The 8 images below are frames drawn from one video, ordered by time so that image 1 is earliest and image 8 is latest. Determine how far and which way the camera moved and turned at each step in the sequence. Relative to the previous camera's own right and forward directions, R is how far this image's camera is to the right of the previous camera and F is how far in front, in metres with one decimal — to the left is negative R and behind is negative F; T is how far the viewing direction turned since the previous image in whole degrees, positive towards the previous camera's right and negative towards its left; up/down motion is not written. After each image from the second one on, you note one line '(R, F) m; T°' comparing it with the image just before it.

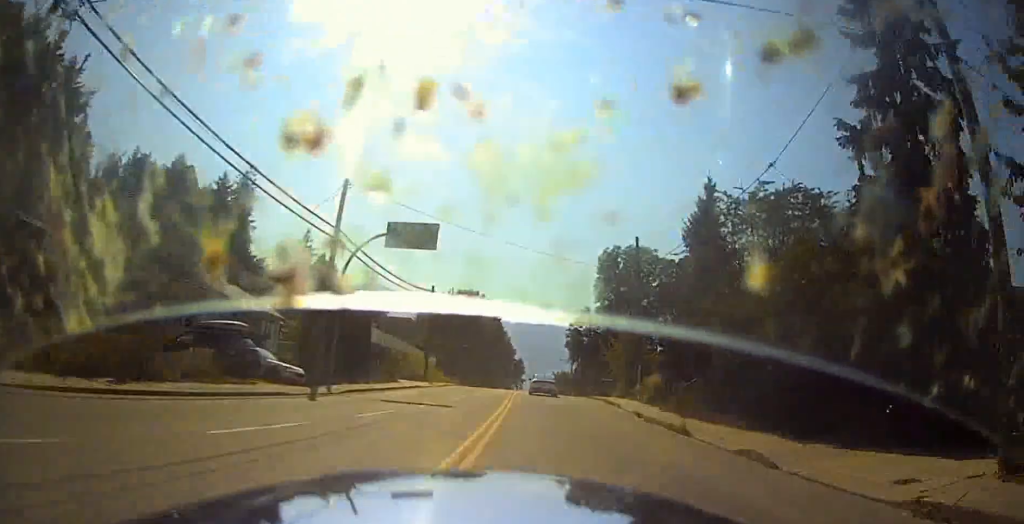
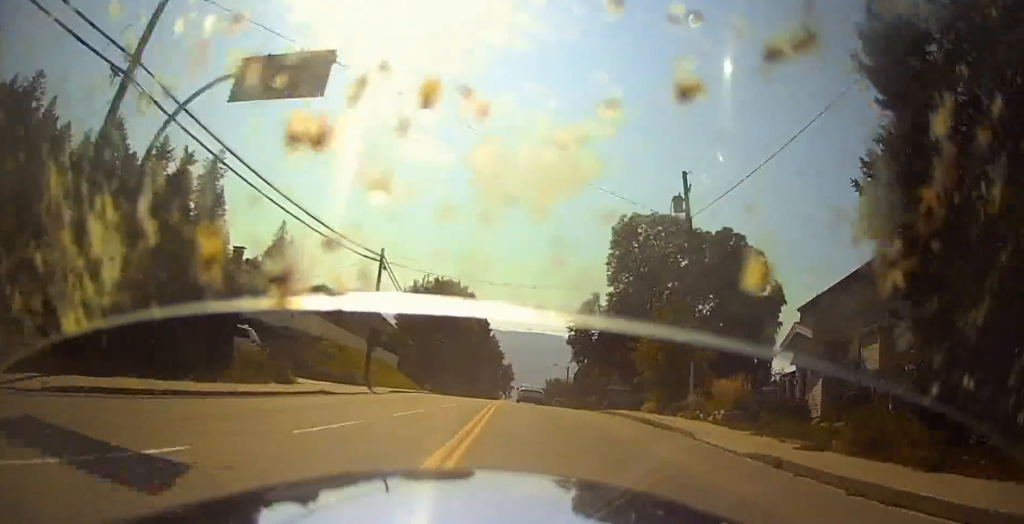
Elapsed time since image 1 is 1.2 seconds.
(-1.2, +18.7) m; -4°
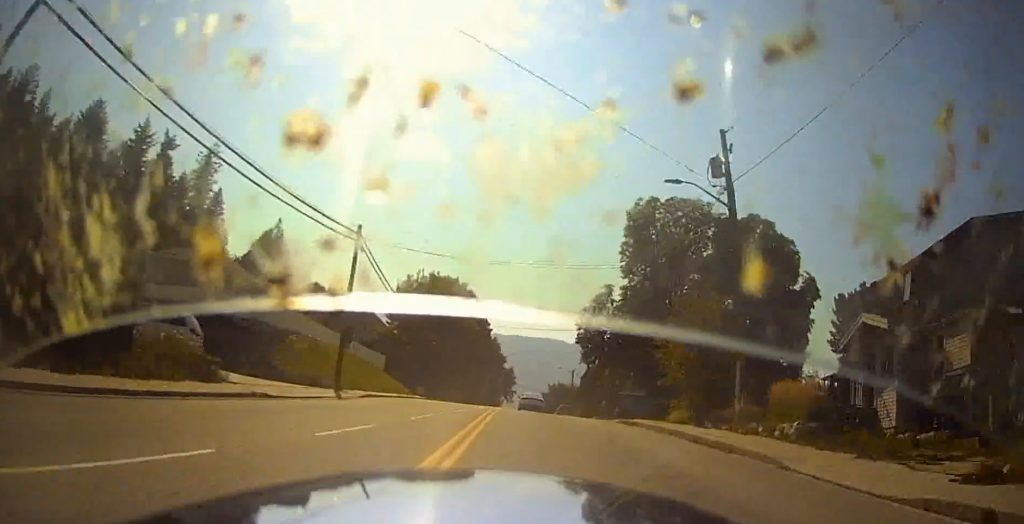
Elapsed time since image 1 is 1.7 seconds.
(+0.1, +6.8) m; 0°
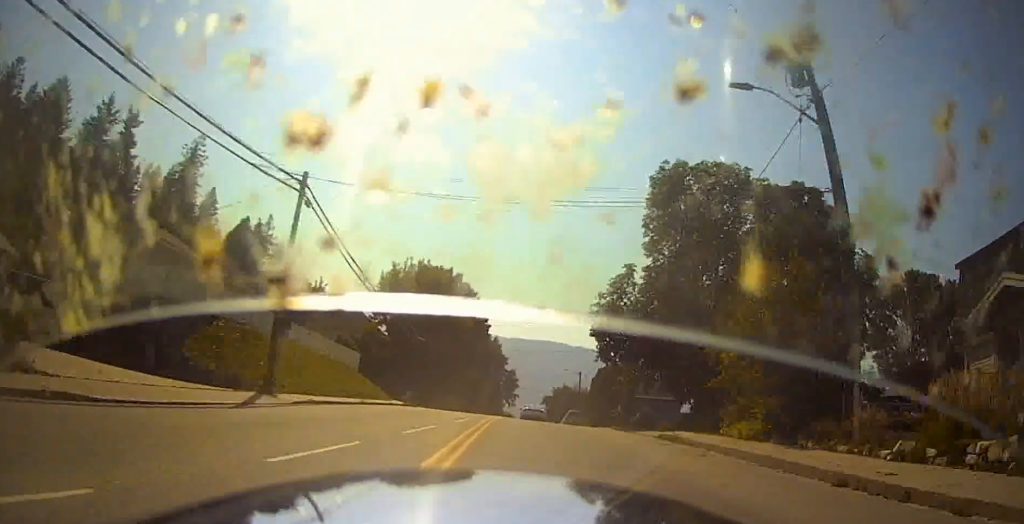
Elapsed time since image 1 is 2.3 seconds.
(+0.3, +9.4) m; 0°
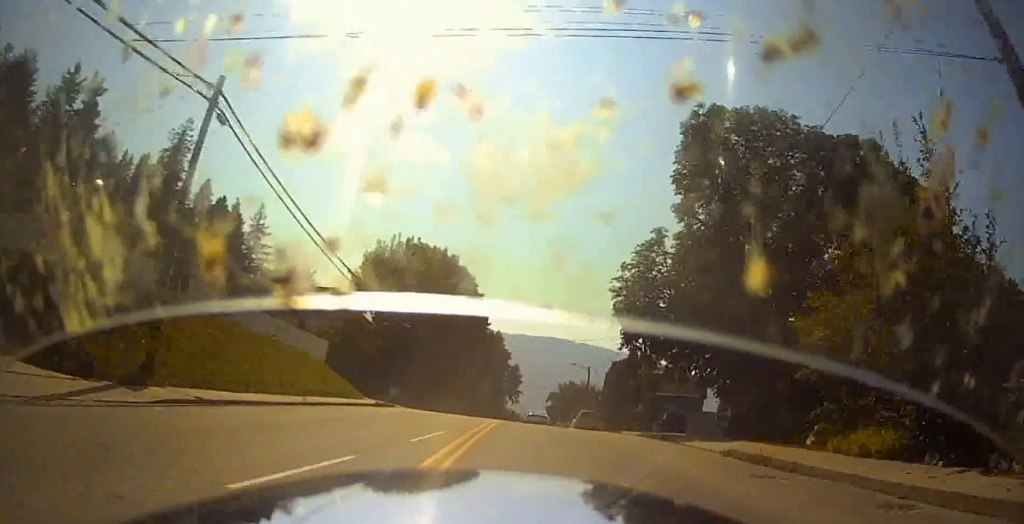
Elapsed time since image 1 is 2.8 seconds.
(-0.2, +8.3) m; 0°
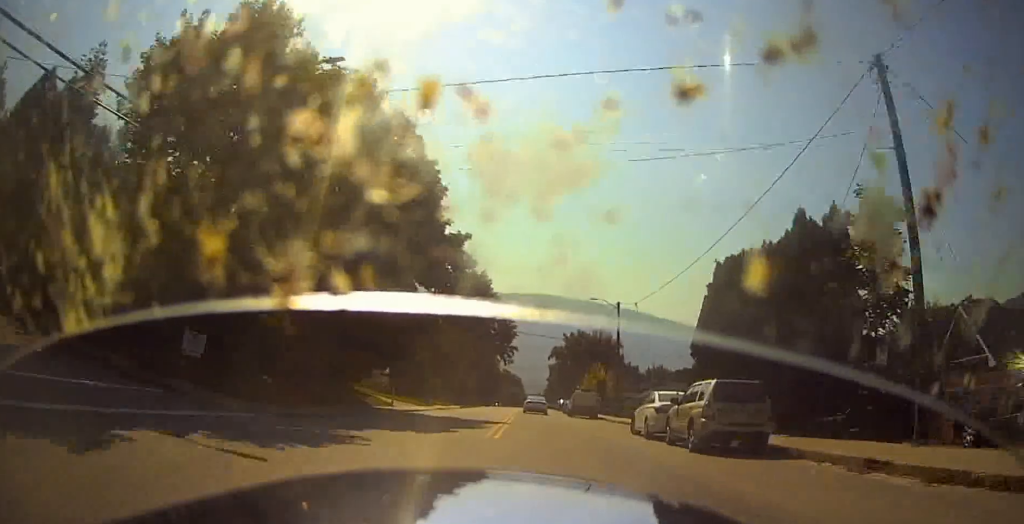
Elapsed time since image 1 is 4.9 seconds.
(-1.1, +33.5) m; -5°
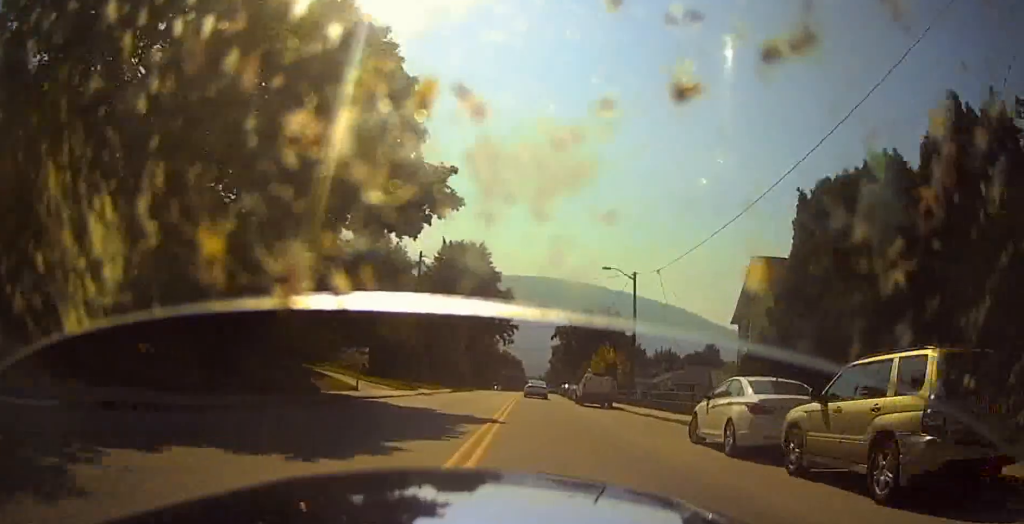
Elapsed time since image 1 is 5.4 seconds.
(-0.2, +8.7) m; -1°
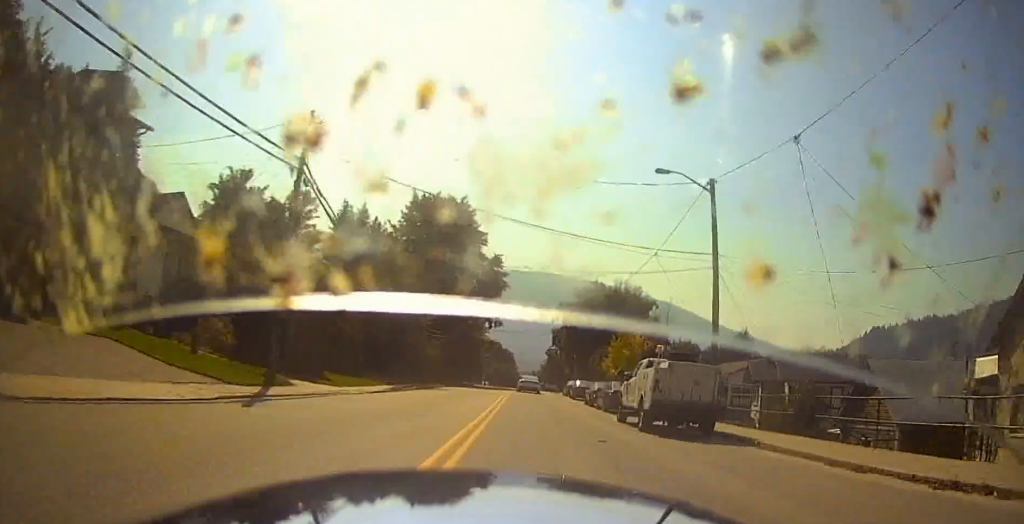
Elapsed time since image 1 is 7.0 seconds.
(+1.1, +24.5) m; +5°
